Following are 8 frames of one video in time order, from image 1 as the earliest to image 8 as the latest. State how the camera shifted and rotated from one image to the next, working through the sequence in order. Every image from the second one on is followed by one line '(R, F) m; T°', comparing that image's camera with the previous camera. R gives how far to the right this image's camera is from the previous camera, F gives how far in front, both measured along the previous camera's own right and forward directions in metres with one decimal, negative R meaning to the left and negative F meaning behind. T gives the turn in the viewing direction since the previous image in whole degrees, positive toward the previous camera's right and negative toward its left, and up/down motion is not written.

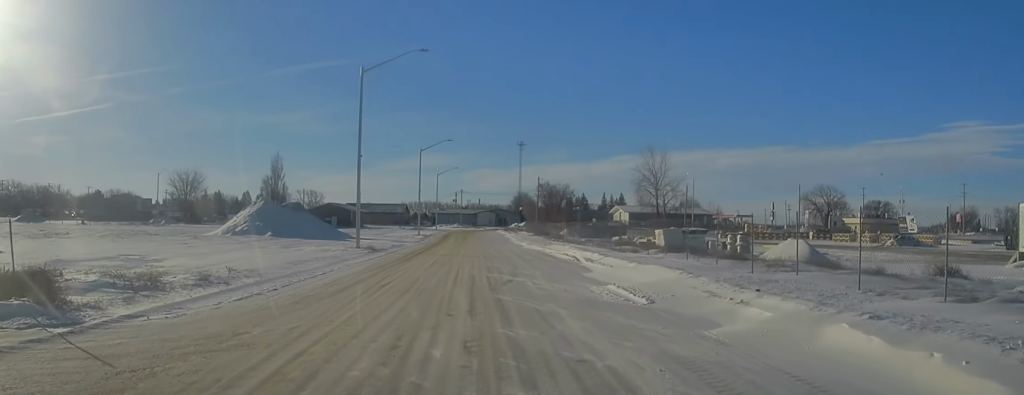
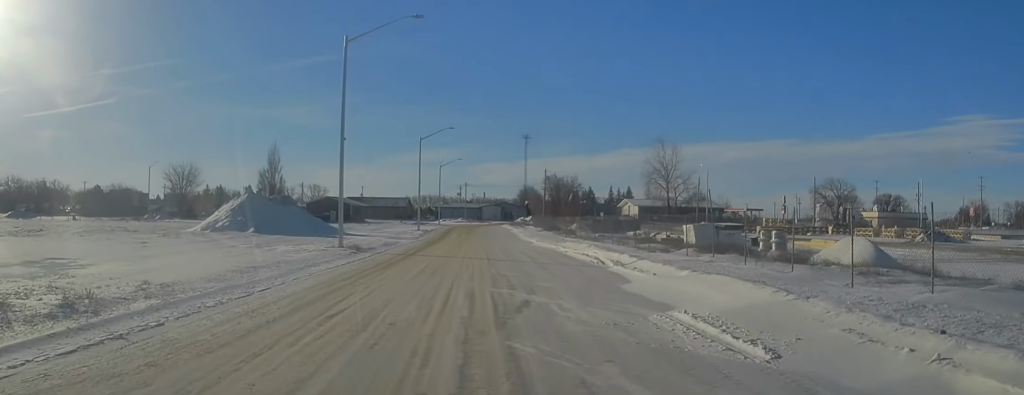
(-0.1, +5.8) m; +2°
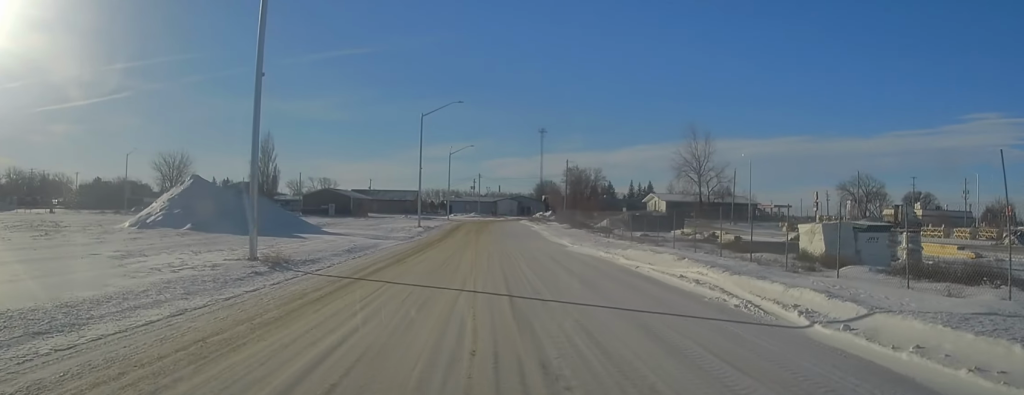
(+0.2, +14.6) m; -2°
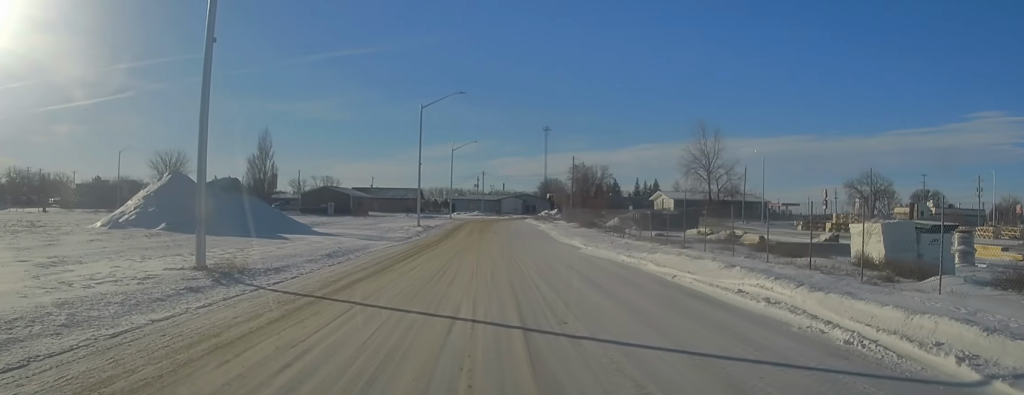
(-0.1, +4.0) m; -1°
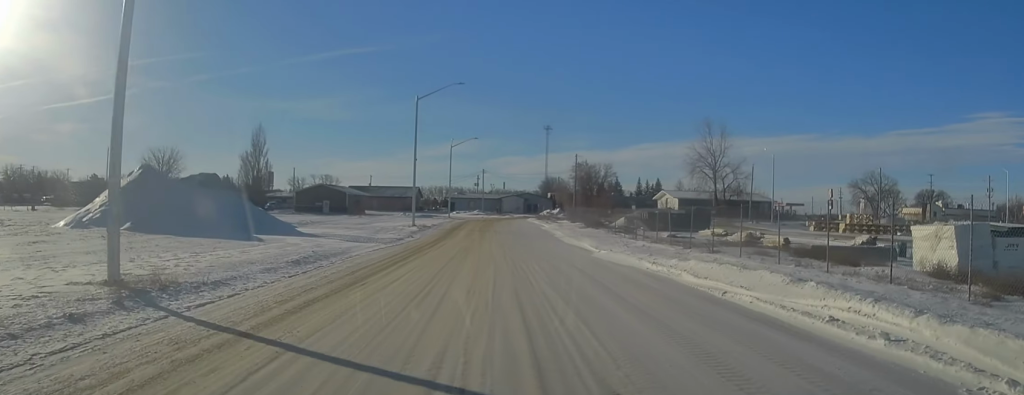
(0.0, +3.9) m; 0°
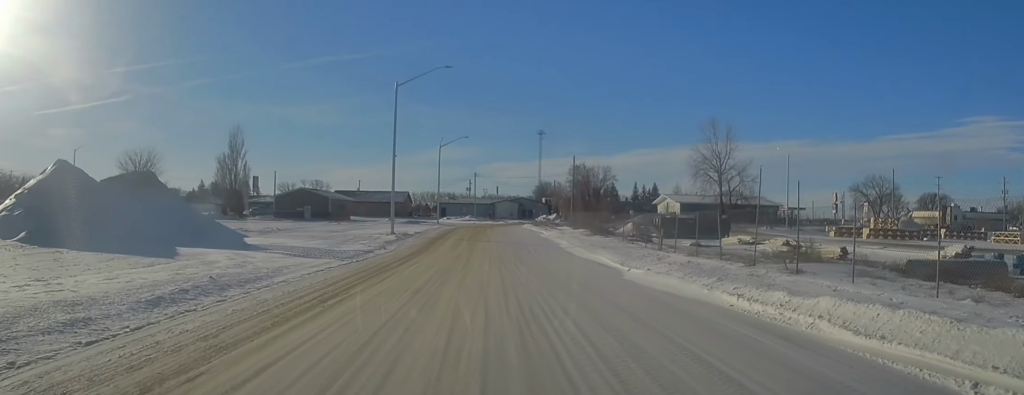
(0.0, +8.0) m; 0°
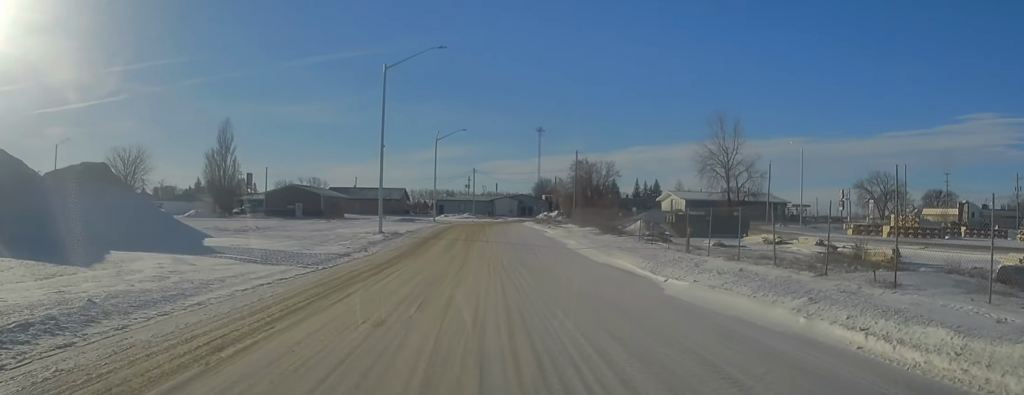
(0.0, +4.7) m; 0°
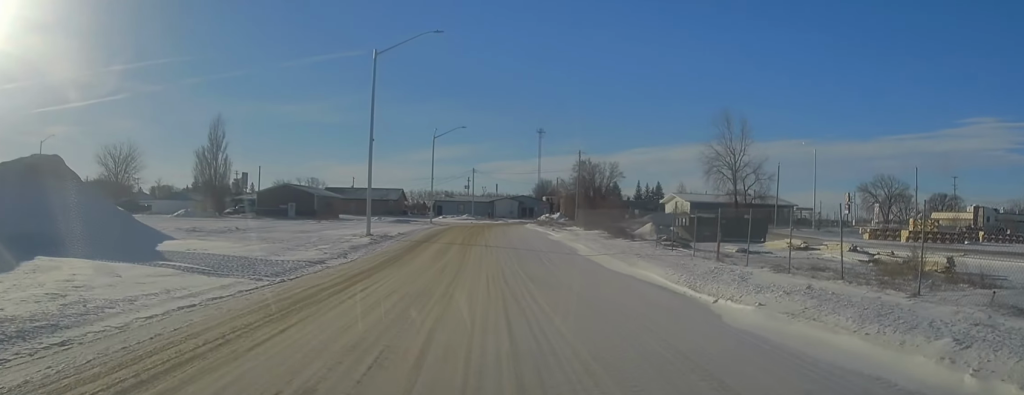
(0.0, +4.0) m; 0°
